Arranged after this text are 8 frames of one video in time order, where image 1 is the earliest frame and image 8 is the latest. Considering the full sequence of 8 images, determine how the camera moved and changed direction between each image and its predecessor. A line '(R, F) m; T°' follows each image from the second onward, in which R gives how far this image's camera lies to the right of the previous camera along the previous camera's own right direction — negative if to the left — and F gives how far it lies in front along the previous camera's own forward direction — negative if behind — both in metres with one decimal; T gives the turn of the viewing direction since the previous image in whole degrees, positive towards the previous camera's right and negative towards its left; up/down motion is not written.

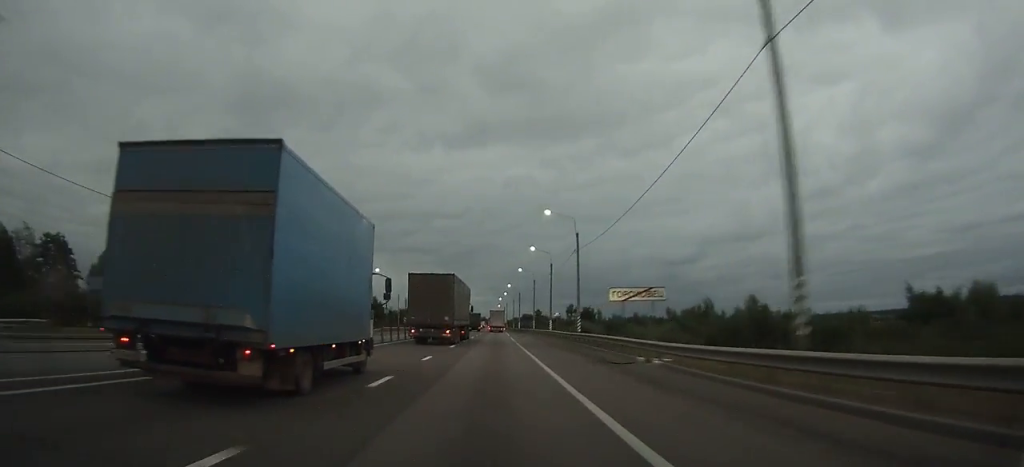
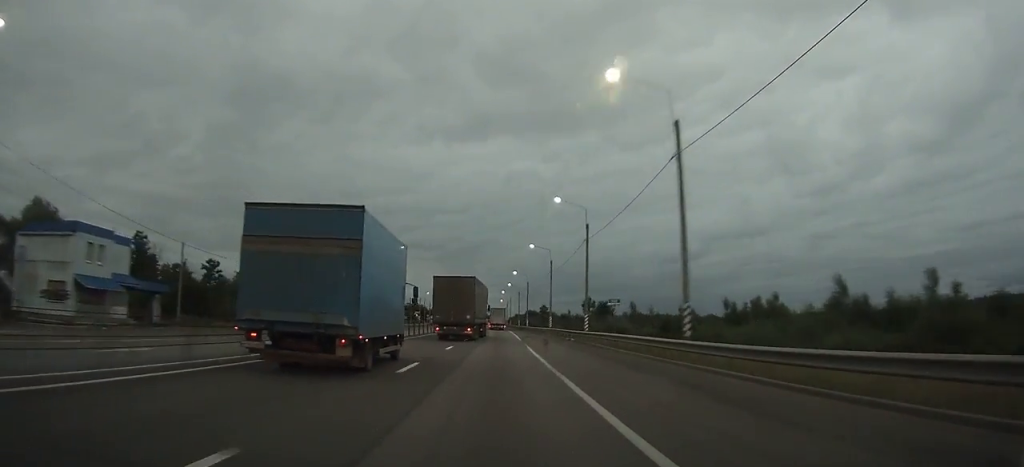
(0.0, +28.3) m; 0°
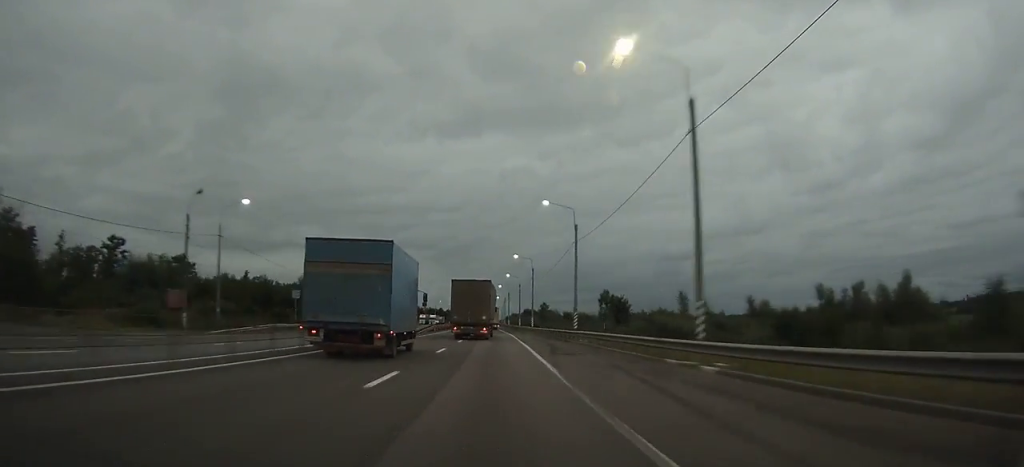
(0.0, +26.9) m; 0°
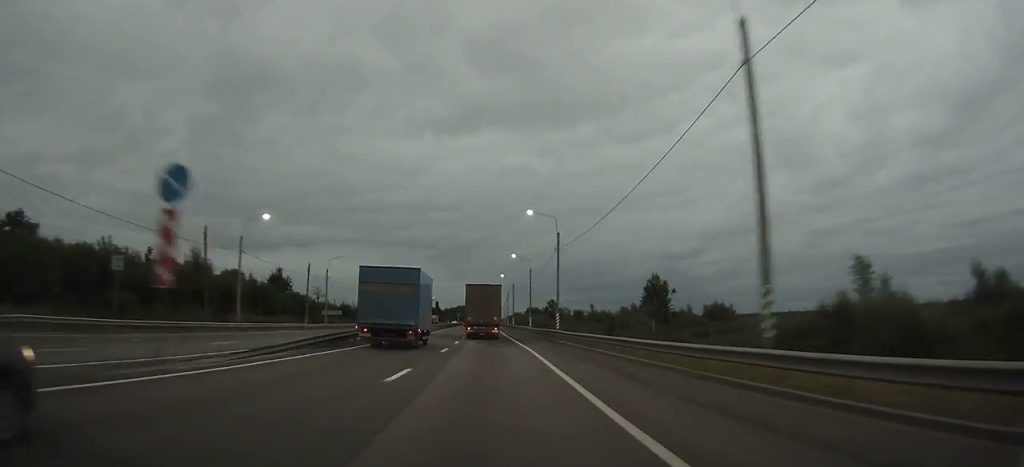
(+0.1, +34.6) m; 0°
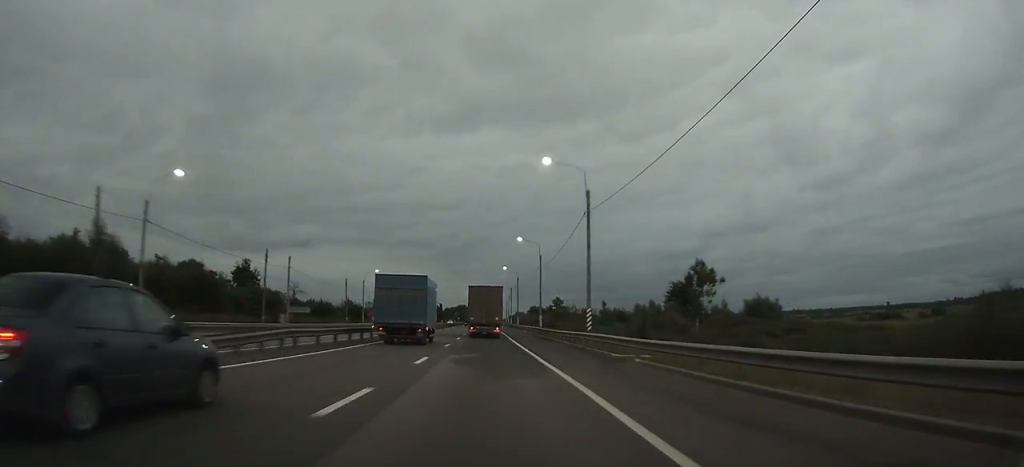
(0.0, +16.7) m; 0°
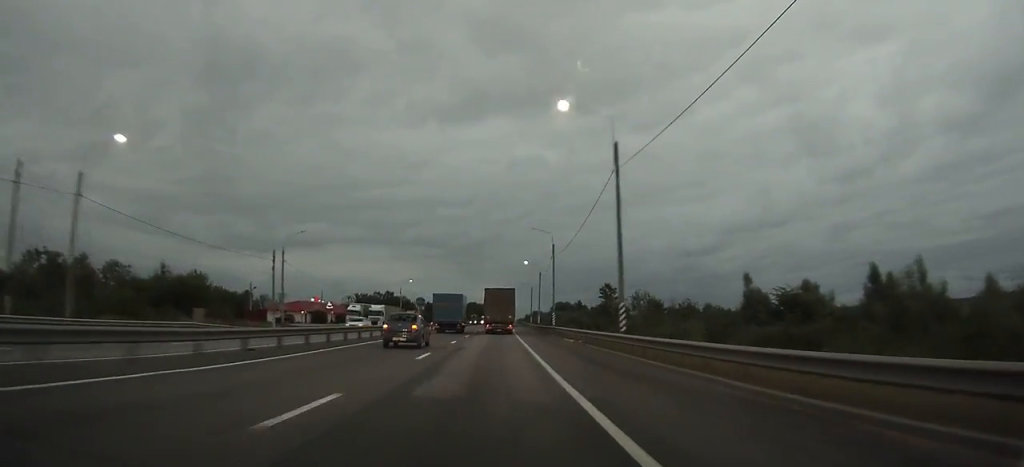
(-0.2, +82.0) m; -1°
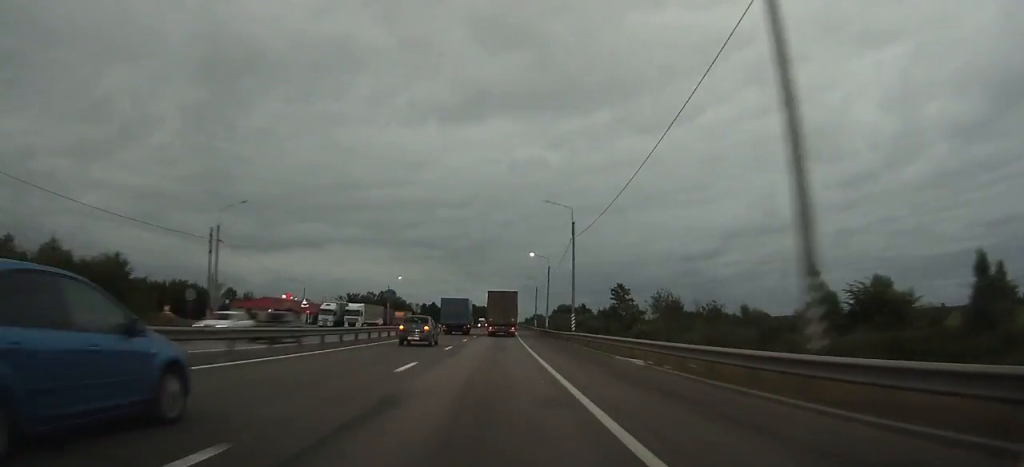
(-0.1, +15.9) m; 0°
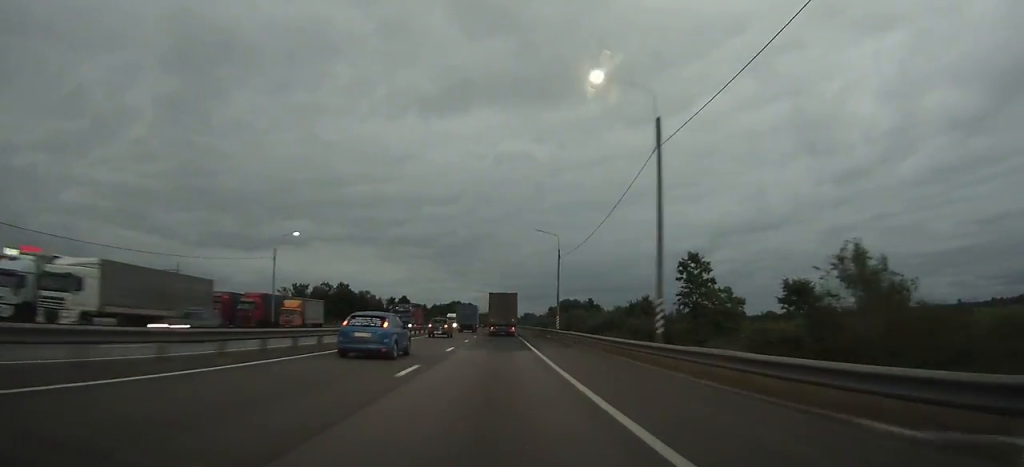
(-0.3, +60.4) m; 0°
